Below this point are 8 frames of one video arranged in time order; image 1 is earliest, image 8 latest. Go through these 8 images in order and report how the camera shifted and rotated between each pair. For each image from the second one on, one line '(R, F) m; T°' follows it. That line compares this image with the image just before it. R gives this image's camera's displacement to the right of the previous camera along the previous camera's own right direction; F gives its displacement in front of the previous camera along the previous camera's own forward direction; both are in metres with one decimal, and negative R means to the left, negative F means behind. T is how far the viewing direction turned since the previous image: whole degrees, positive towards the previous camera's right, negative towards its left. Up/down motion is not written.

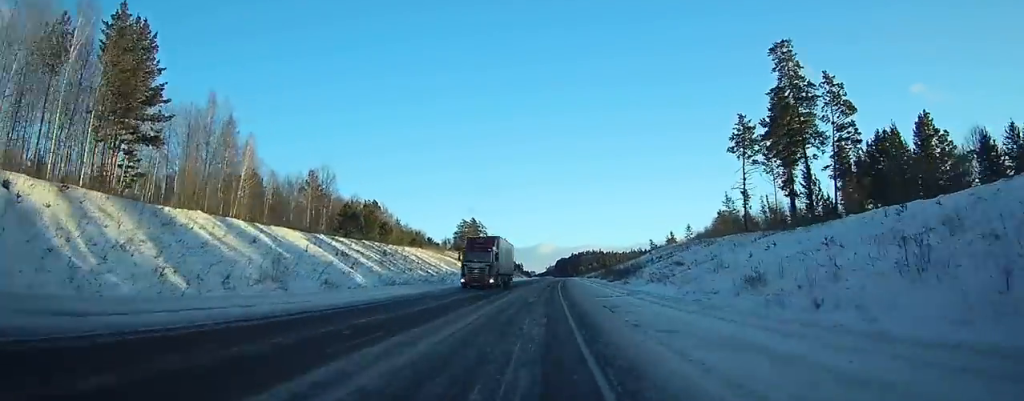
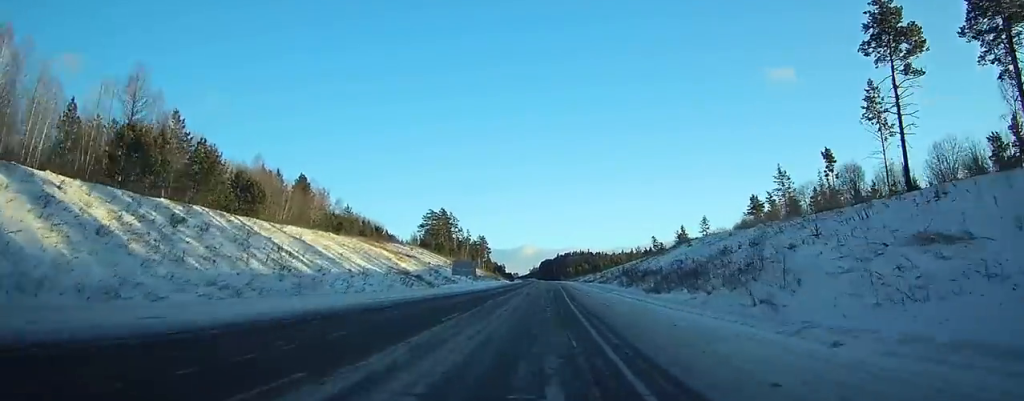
(+1.3, +51.9) m; +2°
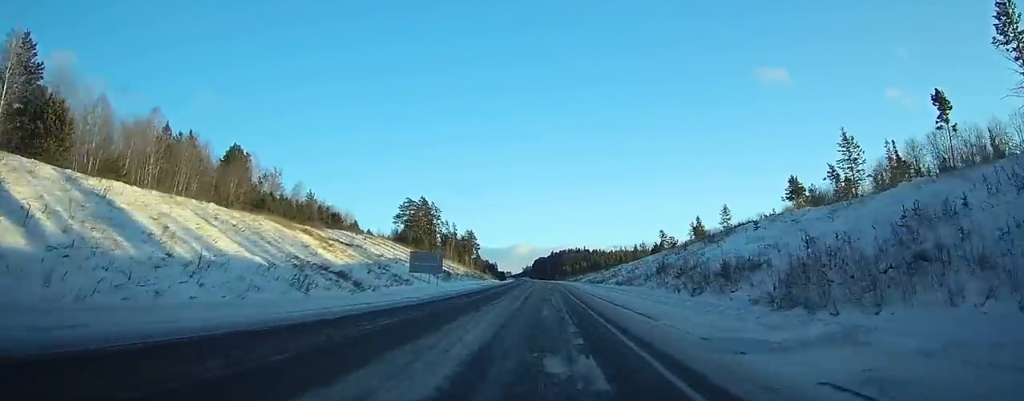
(+0.2, +32.6) m; +1°
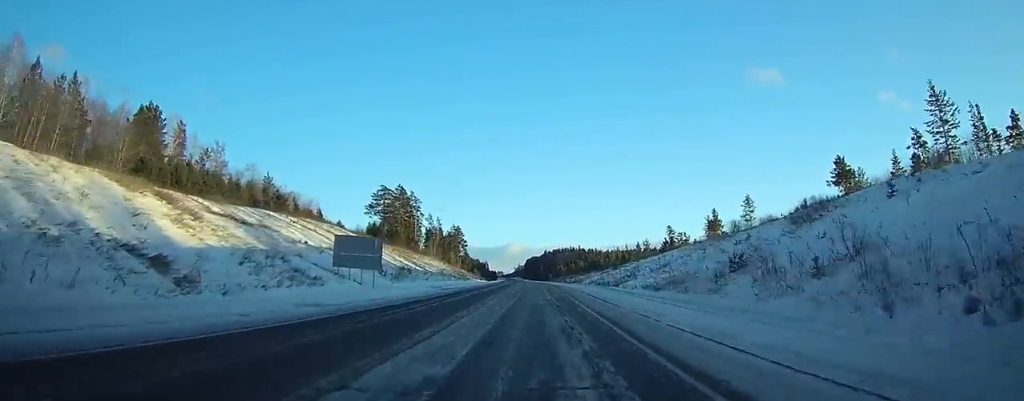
(0.0, +27.4) m; 0°
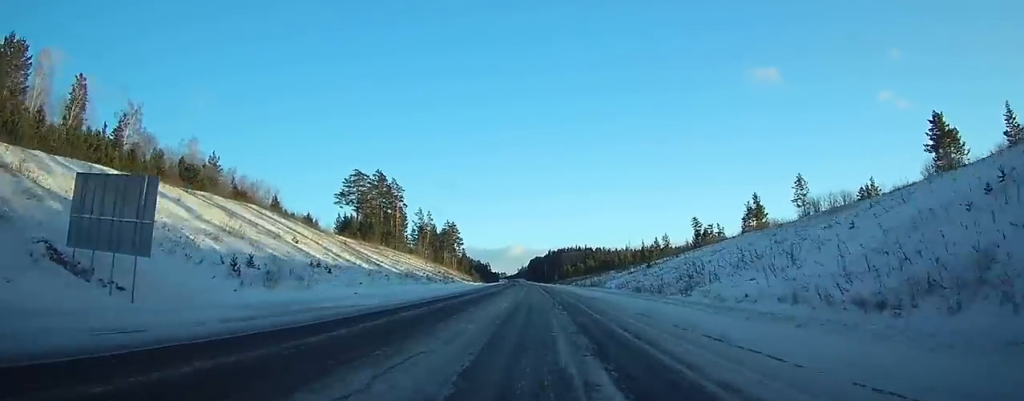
(+0.2, +32.6) m; 0°
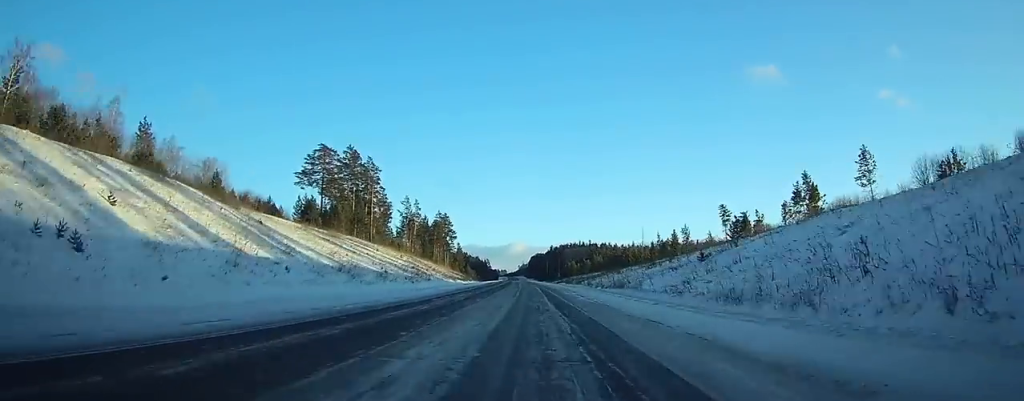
(-0.1, +28.5) m; 0°
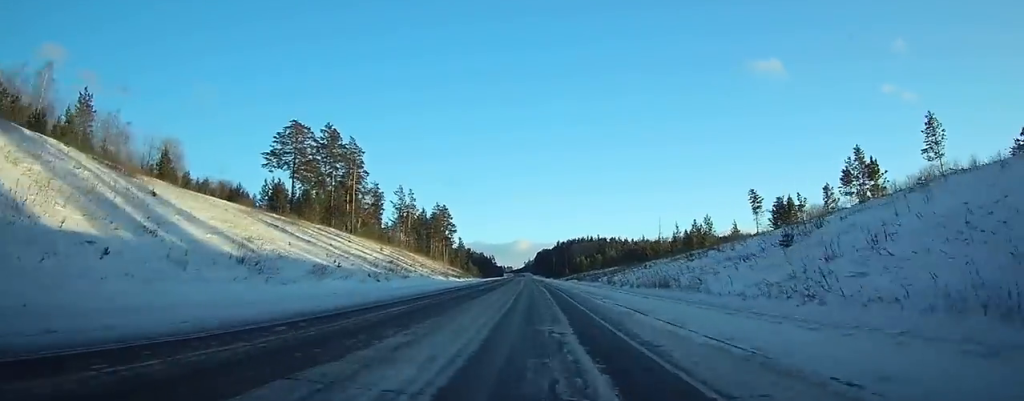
(0.0, +19.6) m; 0°
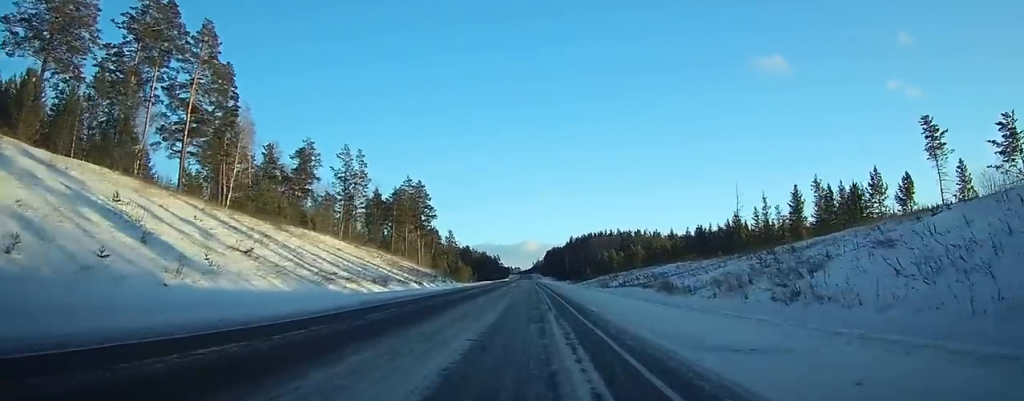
(-0.9, +68.4) m; -1°
